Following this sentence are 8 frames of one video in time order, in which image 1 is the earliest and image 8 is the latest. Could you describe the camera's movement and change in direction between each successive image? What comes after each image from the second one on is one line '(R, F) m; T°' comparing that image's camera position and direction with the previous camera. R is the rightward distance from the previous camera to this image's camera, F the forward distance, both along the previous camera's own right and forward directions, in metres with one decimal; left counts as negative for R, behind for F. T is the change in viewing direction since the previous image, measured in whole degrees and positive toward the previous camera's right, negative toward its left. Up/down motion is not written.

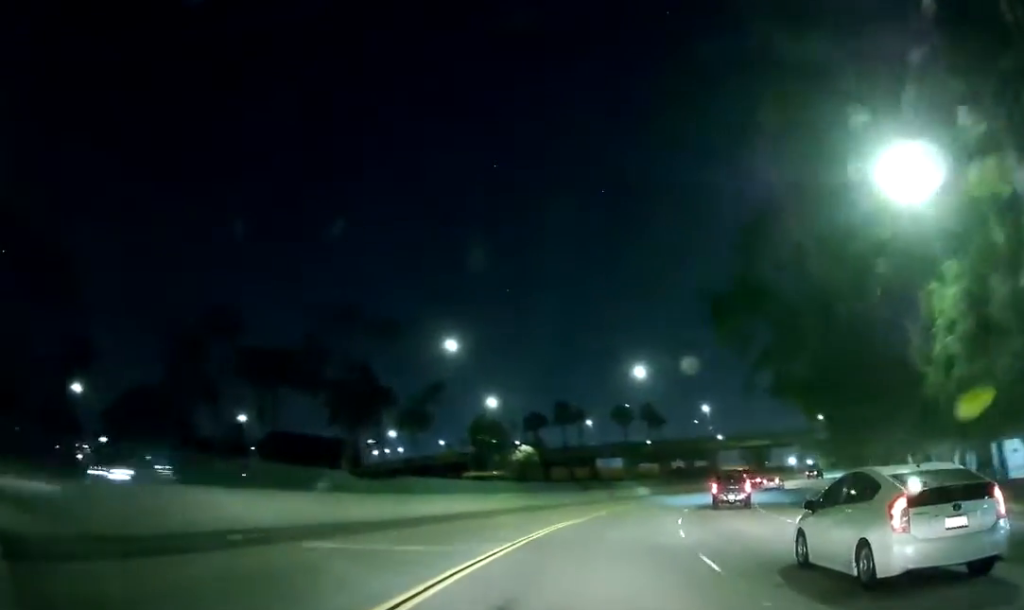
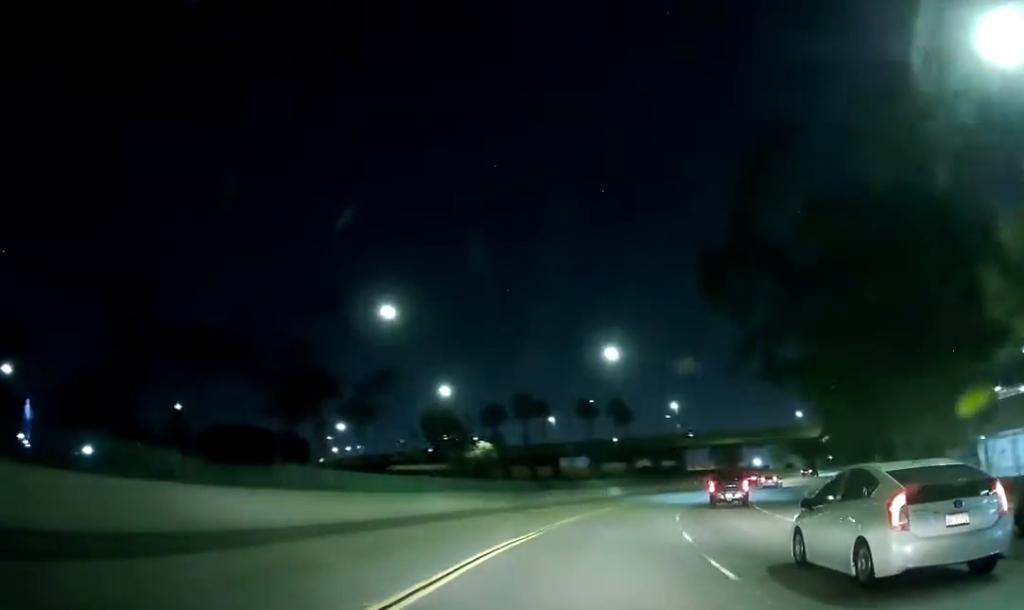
(+0.2, +8.5) m; +3°
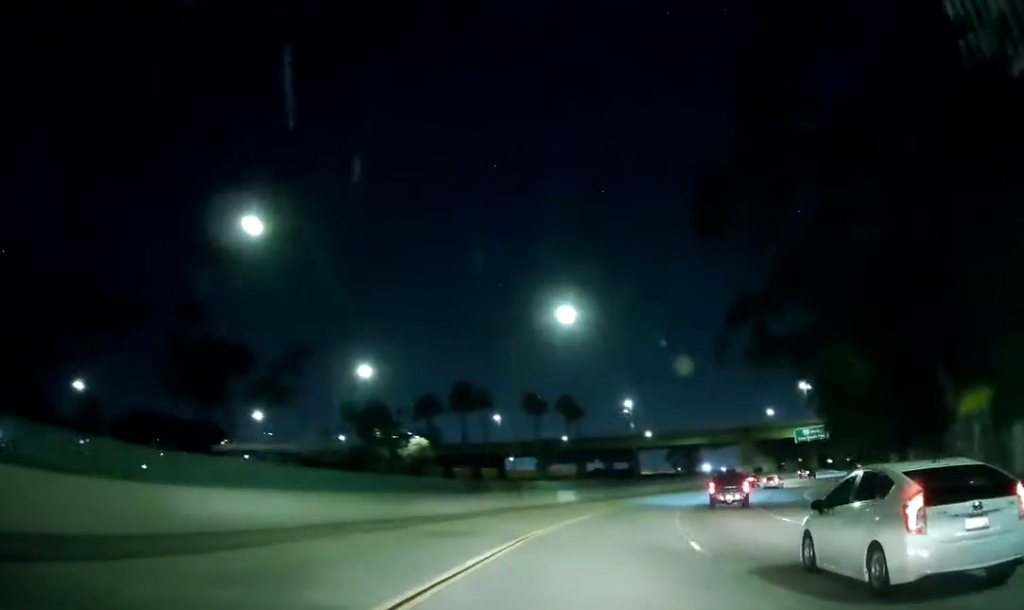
(+1.0, +13.7) m; +5°
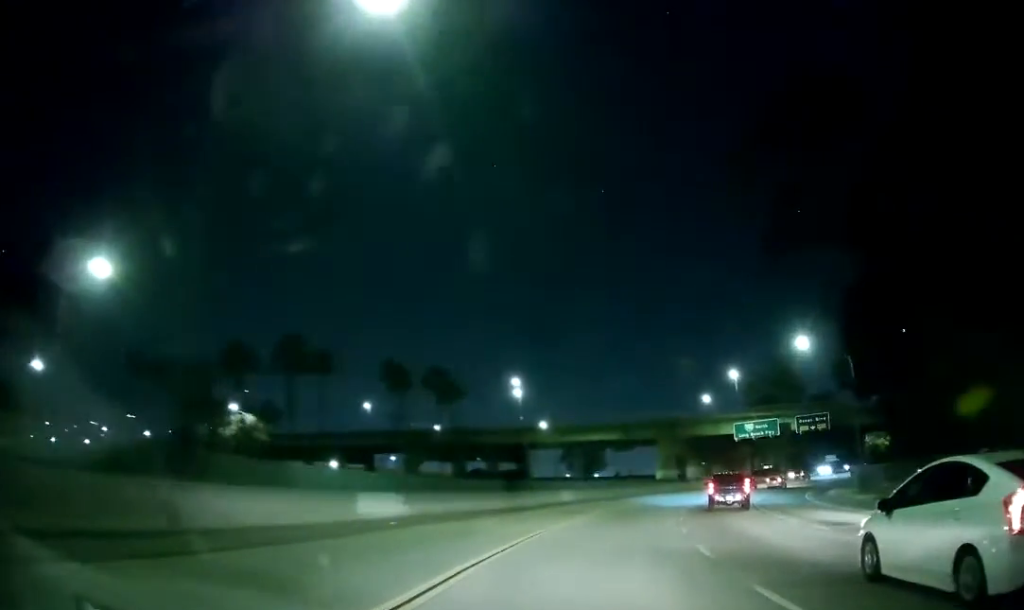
(+2.3, +29.3) m; +9°
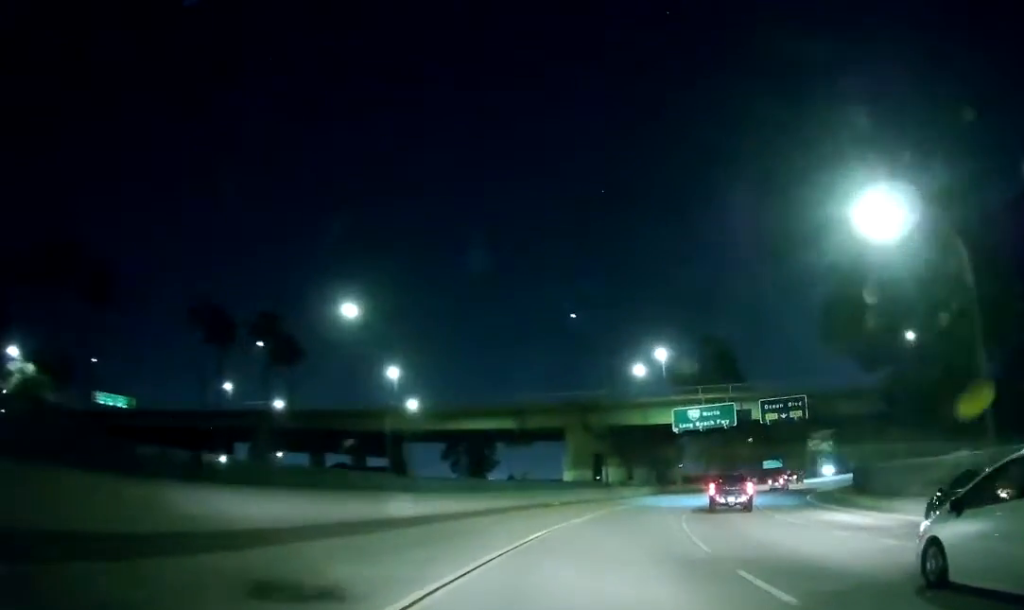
(+1.5, +27.5) m; +6°
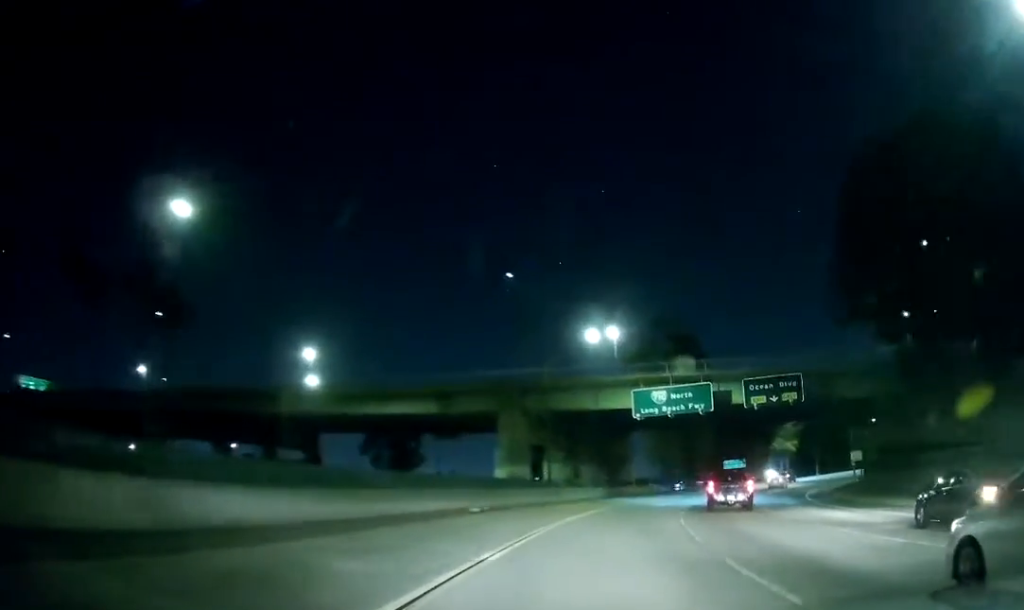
(+0.5, +15.4) m; +4°
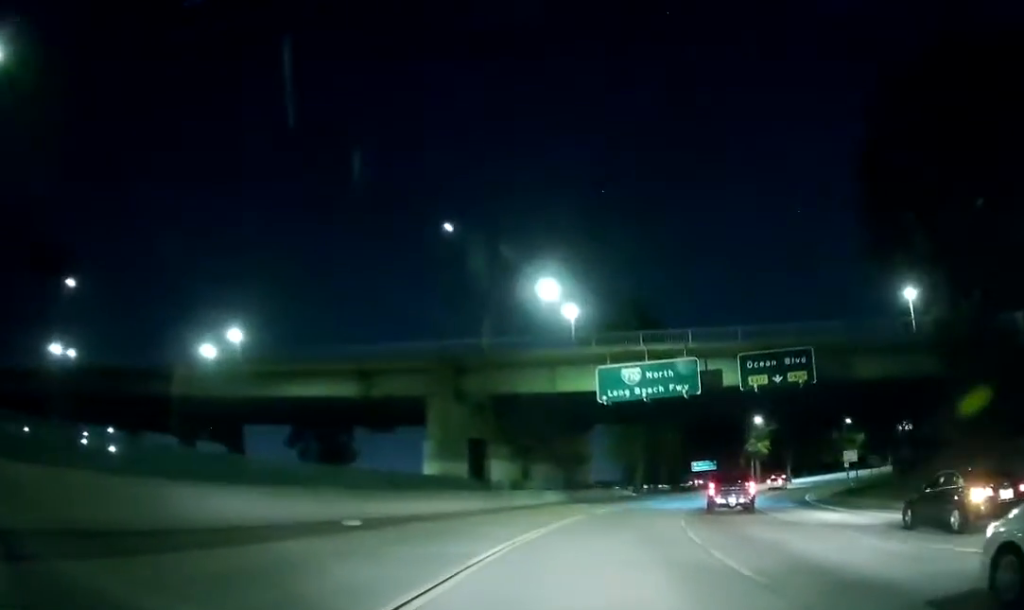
(+0.1, +12.7) m; +4°
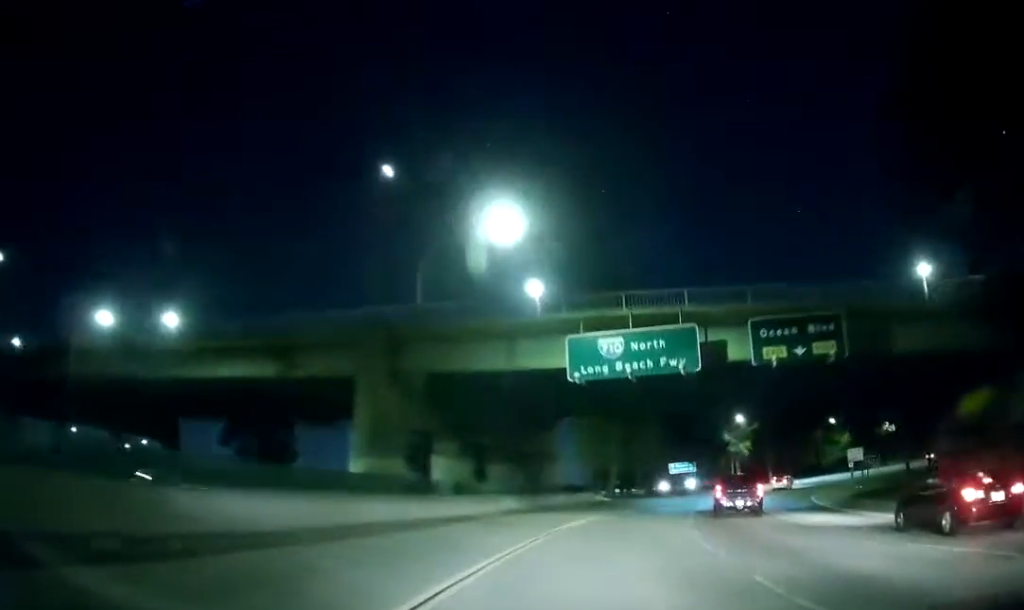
(+0.7, +9.9) m; +3°
